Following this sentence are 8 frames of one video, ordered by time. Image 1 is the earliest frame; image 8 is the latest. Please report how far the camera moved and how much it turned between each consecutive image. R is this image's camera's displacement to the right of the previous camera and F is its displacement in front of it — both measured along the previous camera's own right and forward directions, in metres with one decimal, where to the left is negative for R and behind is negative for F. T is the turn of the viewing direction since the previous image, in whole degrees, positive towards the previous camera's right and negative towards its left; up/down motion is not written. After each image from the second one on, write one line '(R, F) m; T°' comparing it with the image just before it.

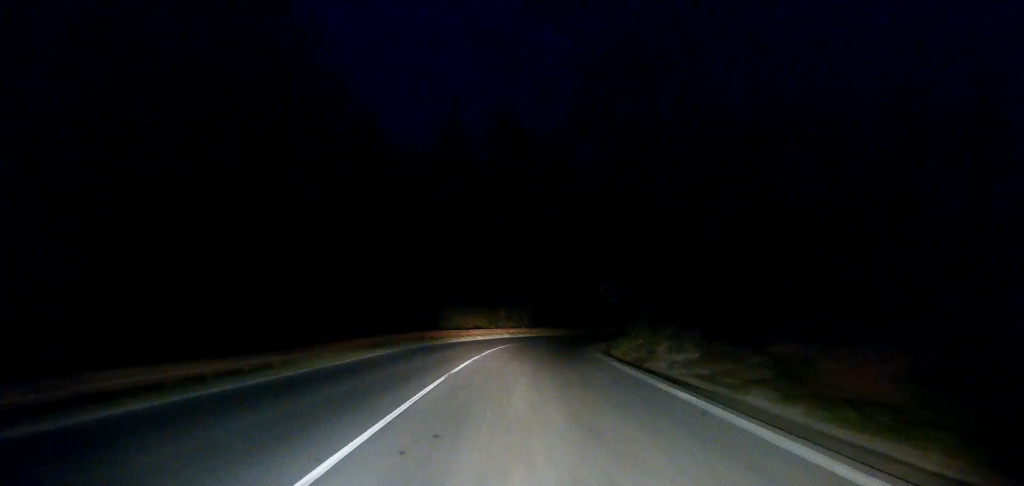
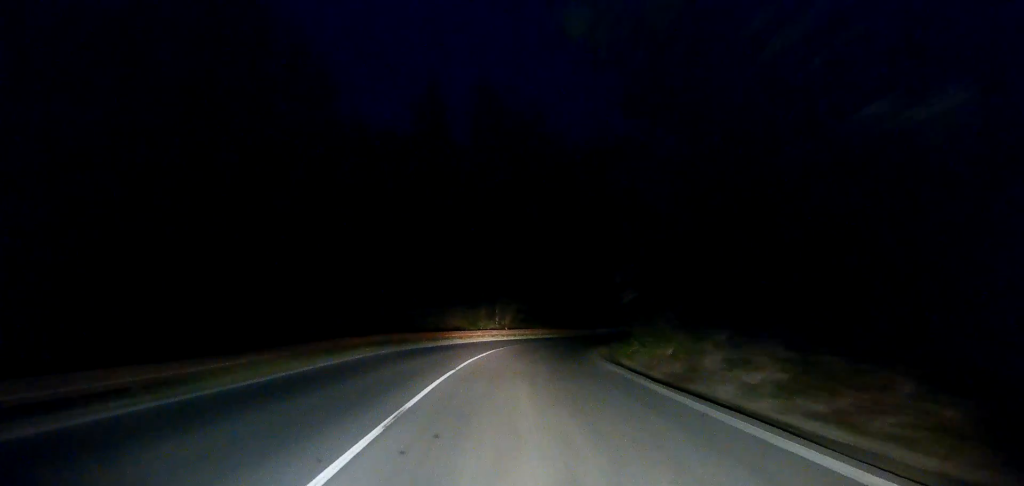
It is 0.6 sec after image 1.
(+0.1, +8.0) m; +1°
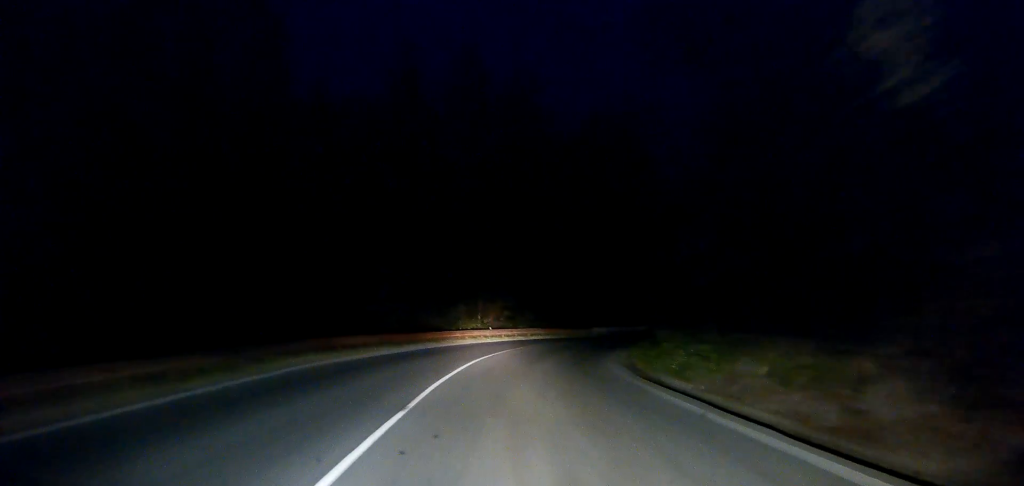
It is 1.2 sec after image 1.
(0.0, +9.6) m; +1°
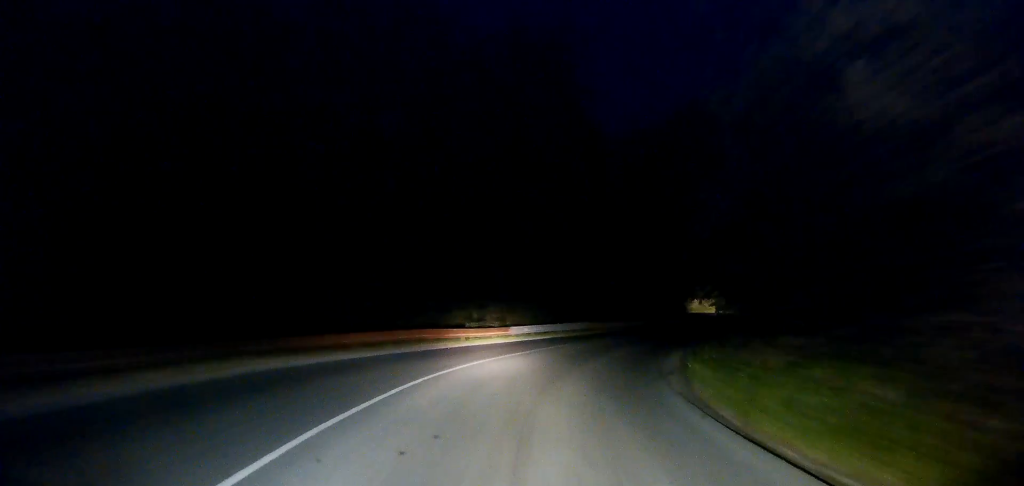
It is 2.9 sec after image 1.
(+1.5, +23.5) m; +10°
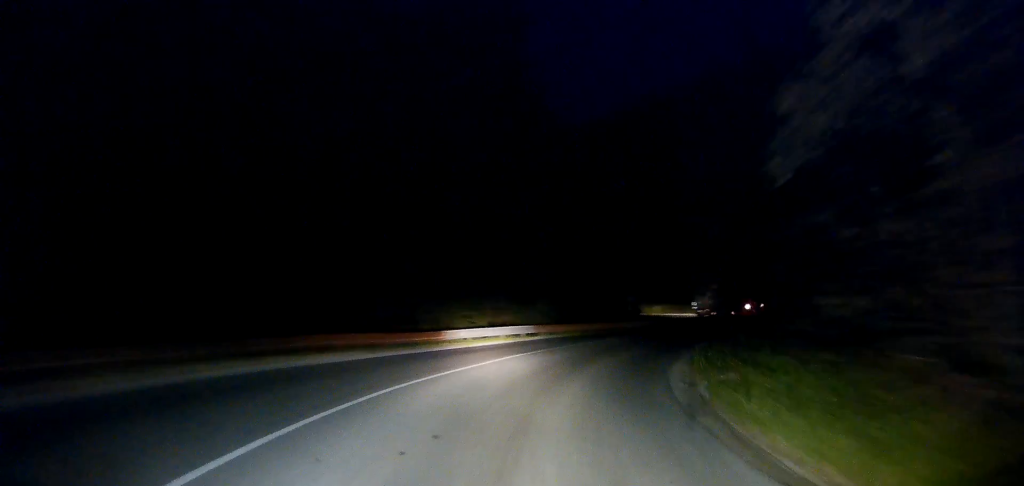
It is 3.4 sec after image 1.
(-0.1, +7.1) m; +5°
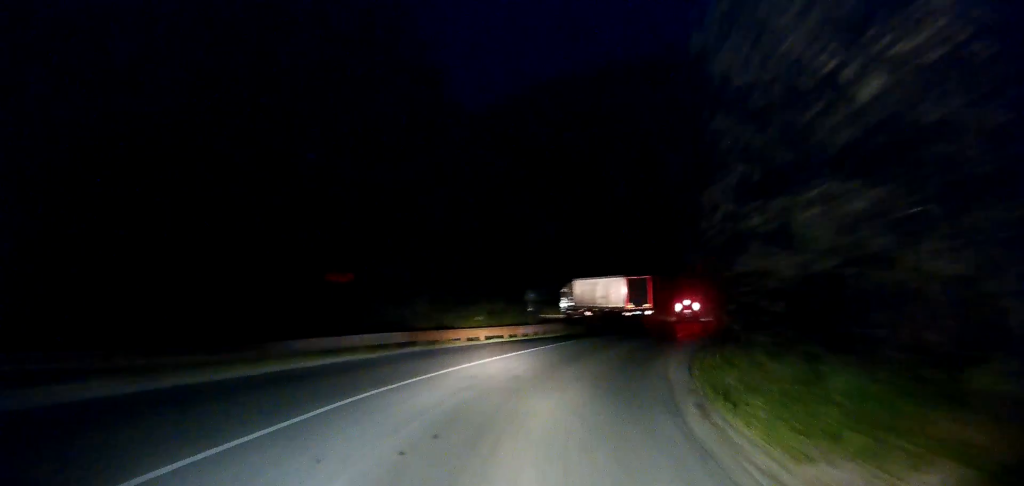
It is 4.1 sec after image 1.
(+1.1, +10.3) m; +11°
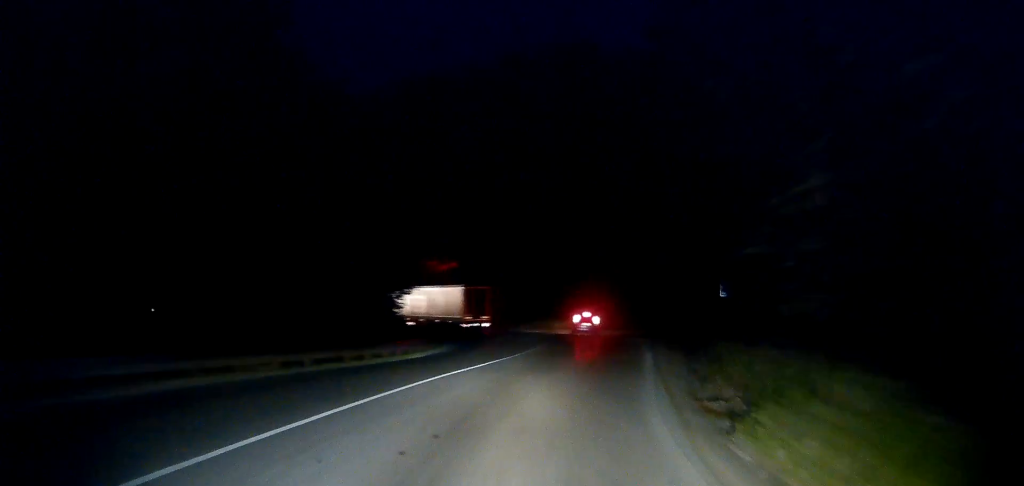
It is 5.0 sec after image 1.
(+1.5, +11.9) m; +10°
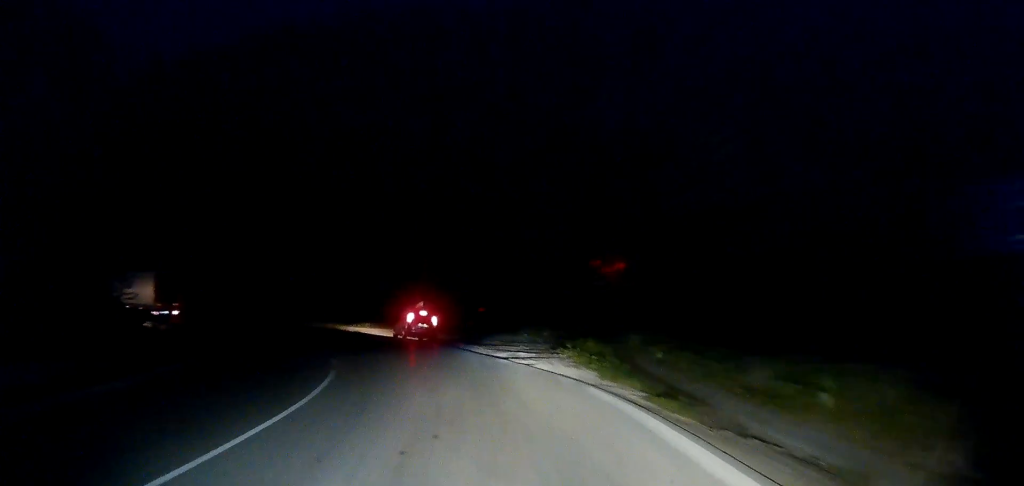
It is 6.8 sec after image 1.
(+1.7, +22.4) m; +2°
